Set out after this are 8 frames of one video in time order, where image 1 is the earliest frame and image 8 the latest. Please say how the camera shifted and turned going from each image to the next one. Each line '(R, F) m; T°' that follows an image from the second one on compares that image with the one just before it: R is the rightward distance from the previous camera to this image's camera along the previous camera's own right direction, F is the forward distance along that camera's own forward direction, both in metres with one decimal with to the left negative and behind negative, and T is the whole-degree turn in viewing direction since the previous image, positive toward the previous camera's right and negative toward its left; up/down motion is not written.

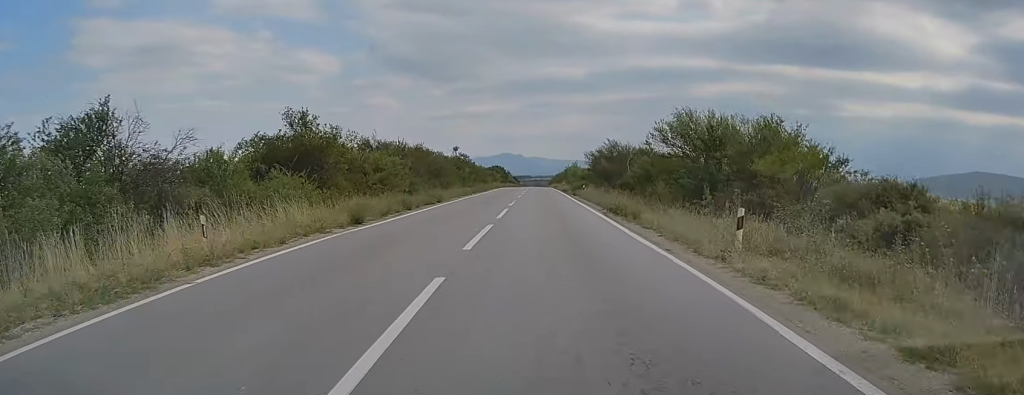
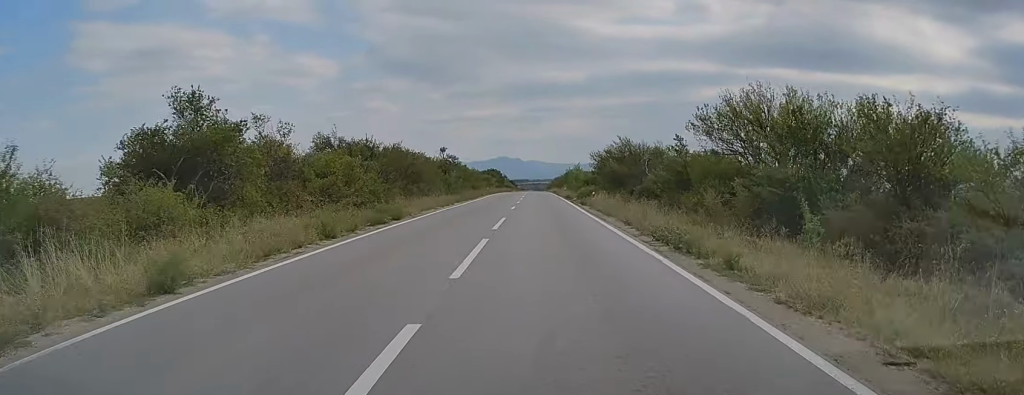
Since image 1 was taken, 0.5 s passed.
(0.0, +11.1) m; 0°
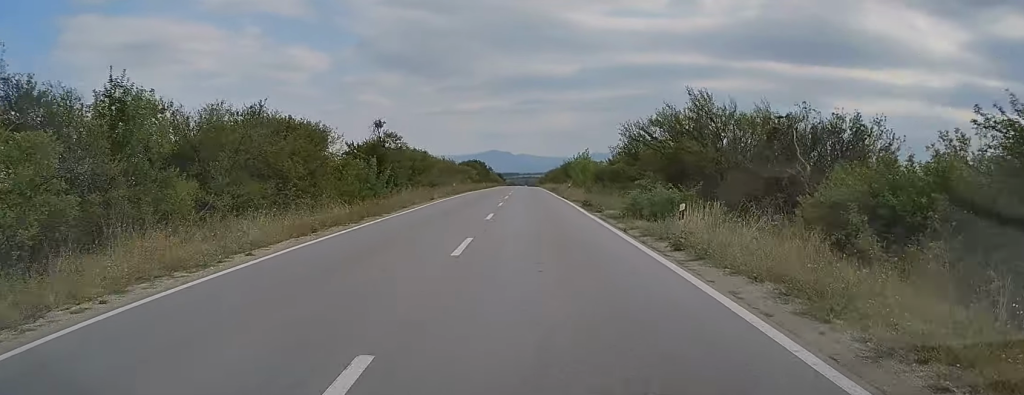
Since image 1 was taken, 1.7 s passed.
(+0.3, +30.9) m; 0°
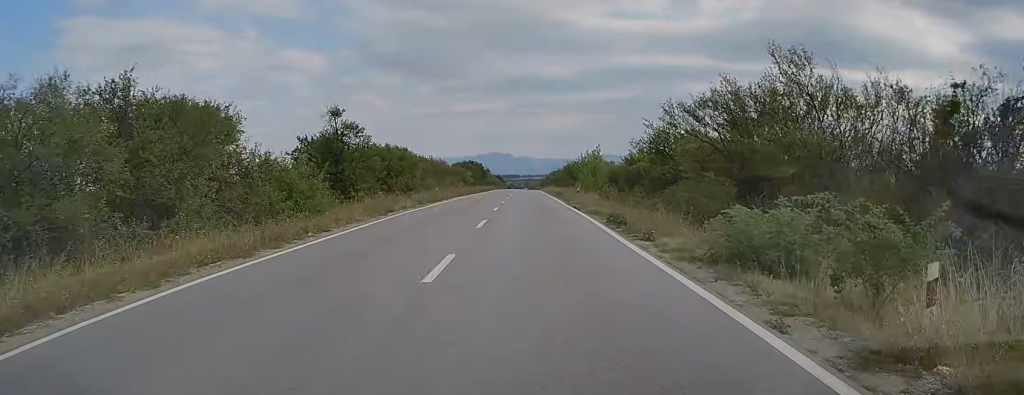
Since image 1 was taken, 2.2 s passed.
(0.0, +11.5) m; 0°
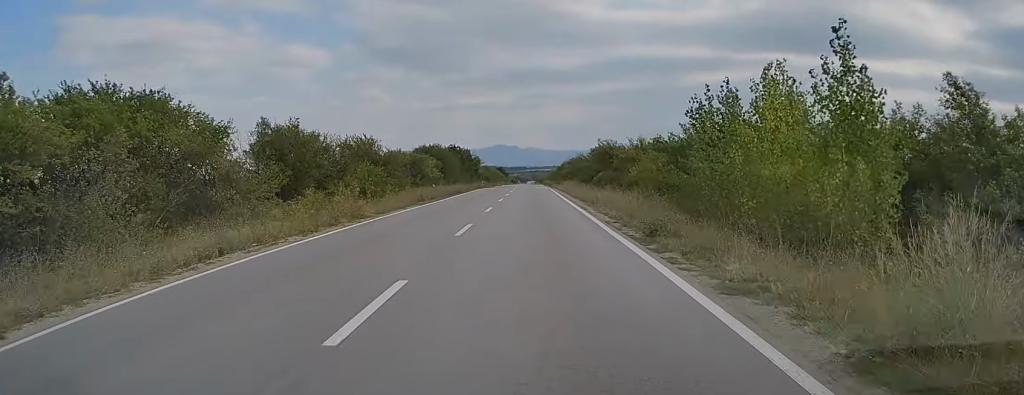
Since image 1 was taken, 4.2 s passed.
(+0.1, +48.6) m; 0°
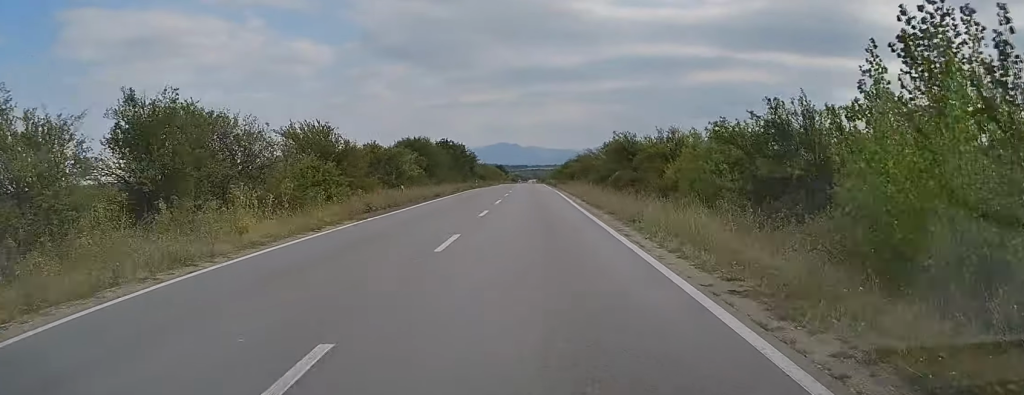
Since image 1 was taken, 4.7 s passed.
(-0.1, +12.1) m; 0°
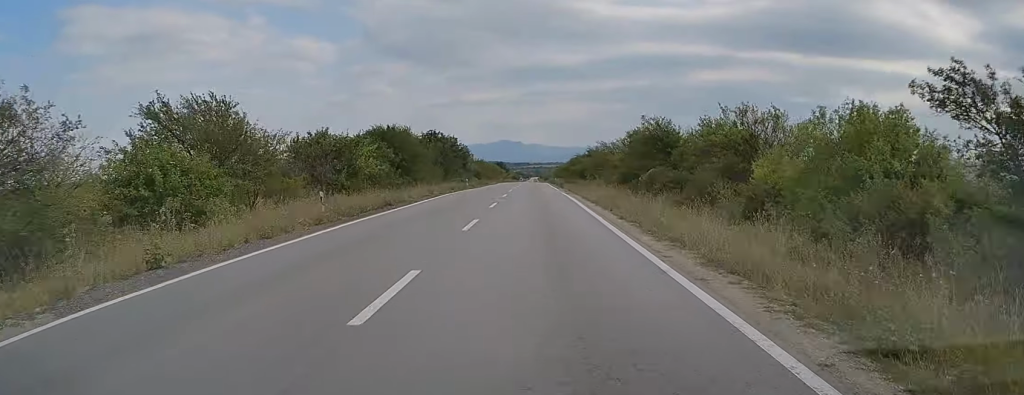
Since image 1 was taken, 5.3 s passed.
(-0.2, +14.5) m; 0°
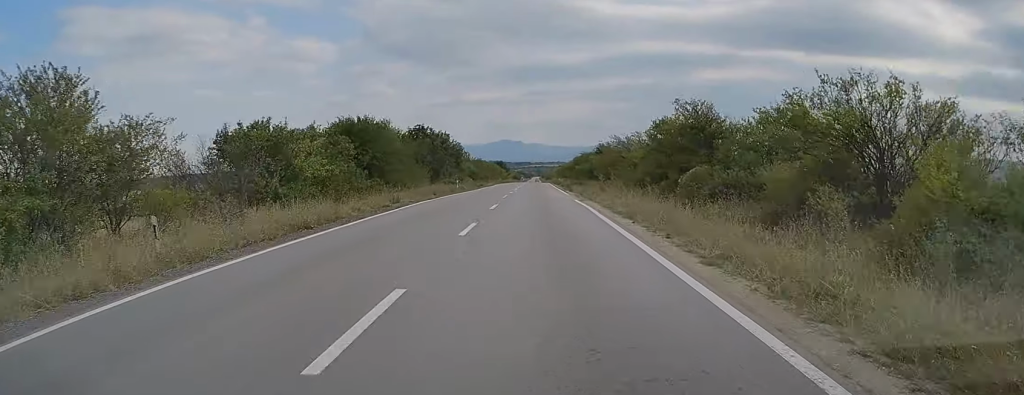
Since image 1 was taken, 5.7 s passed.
(+0.1, +10.3) m; 0°
